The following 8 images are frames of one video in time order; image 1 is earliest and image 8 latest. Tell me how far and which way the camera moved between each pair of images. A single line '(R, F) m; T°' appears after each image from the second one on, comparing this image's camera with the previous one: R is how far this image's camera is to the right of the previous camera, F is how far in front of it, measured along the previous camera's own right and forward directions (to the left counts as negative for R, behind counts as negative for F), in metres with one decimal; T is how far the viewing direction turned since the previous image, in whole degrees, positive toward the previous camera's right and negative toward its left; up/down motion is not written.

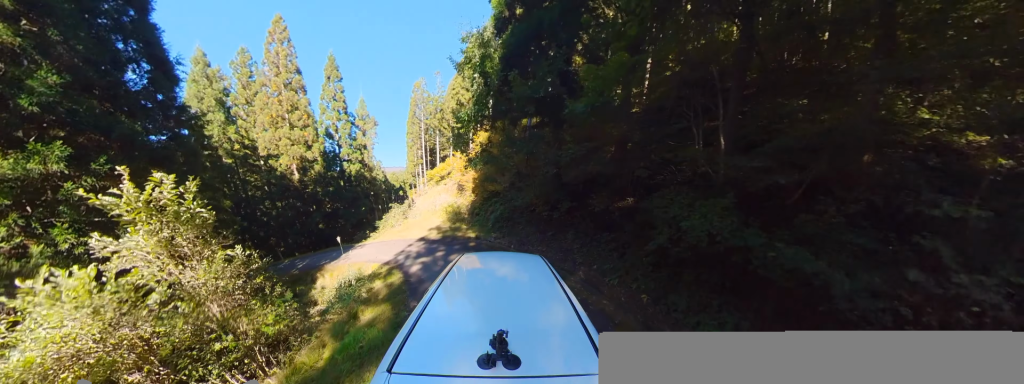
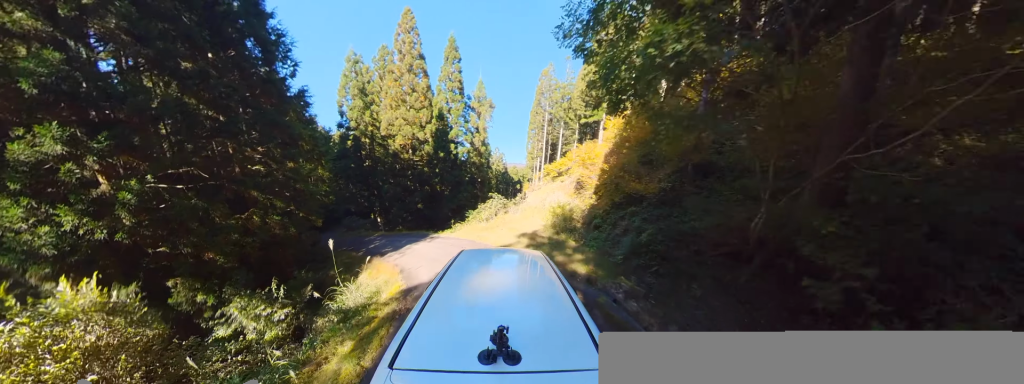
(-0.6, +8.1) m; -22°
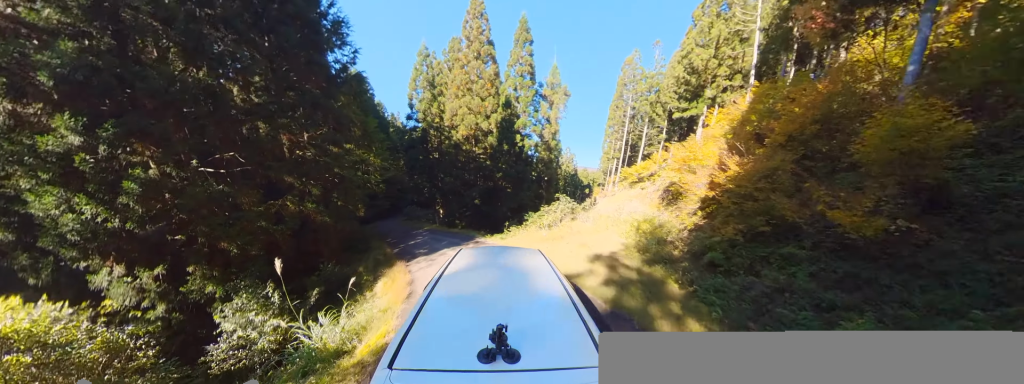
(-1.2, +4.2) m; -15°
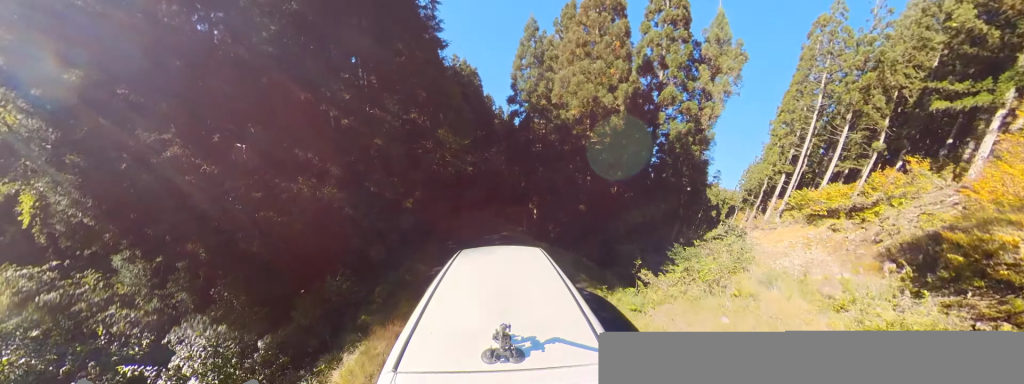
(-1.2, +7.9) m; -6°
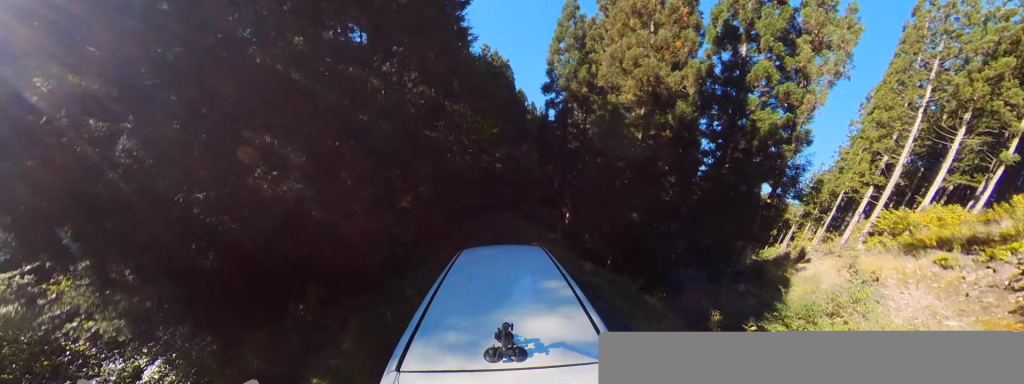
(+0.2, +3.7) m; +7°
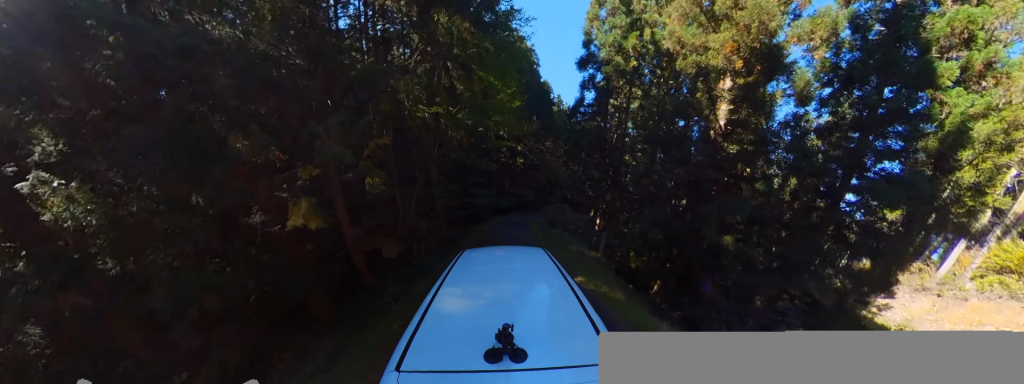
(+0.2, +4.9) m; +11°
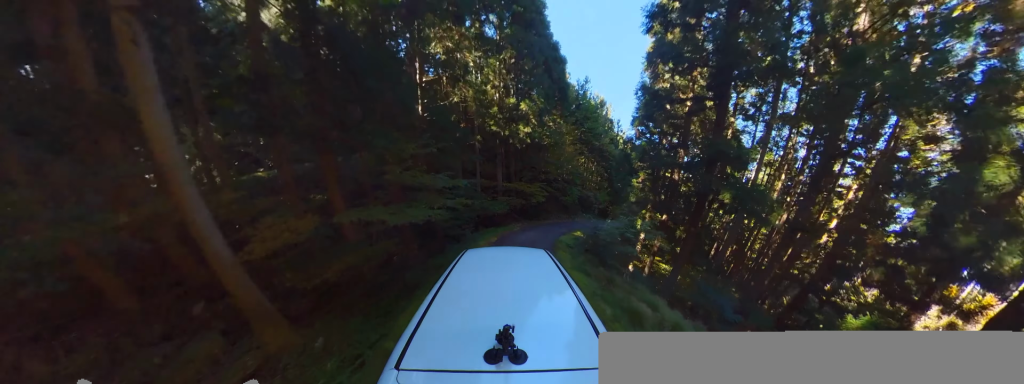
(+3.8, +12.7) m; +34°
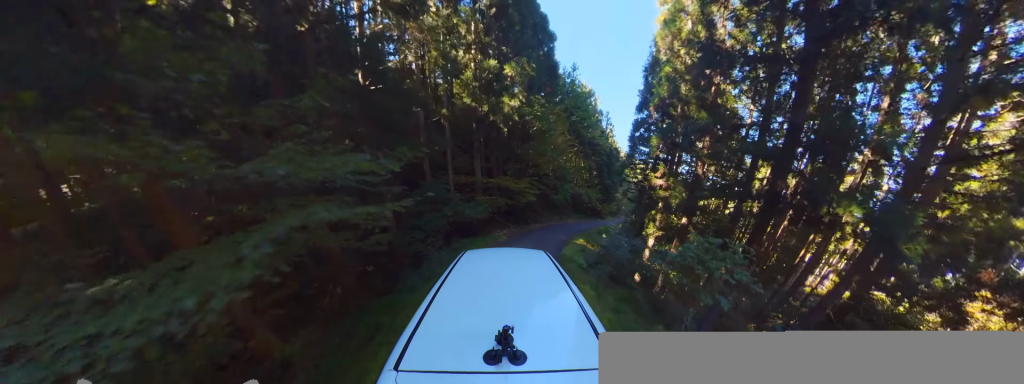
(+0.8, +4.9) m; +6°
